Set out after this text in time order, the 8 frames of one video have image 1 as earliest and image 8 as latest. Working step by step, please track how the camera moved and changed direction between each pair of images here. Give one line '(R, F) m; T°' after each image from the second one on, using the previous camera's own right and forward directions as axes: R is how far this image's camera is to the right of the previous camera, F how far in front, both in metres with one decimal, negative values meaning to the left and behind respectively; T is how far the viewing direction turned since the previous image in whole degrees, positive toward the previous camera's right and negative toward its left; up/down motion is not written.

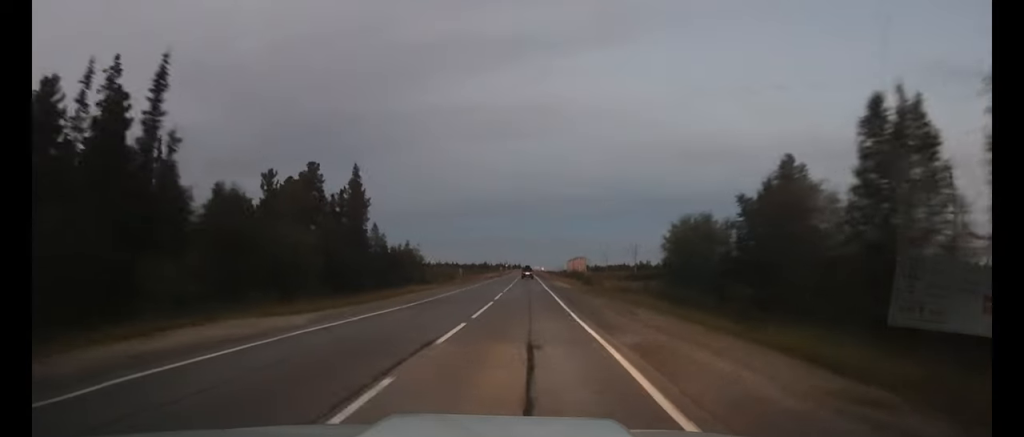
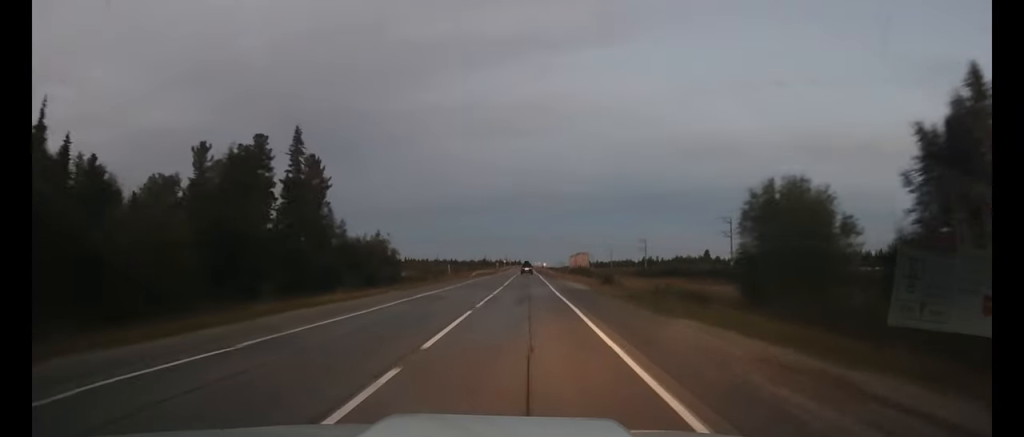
(0.0, +20.7) m; 0°
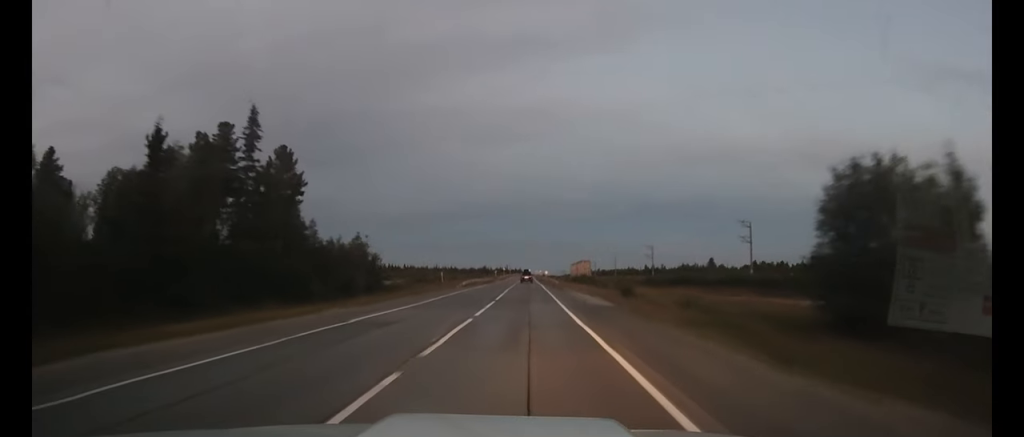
(0.0, +10.5) m; 0°
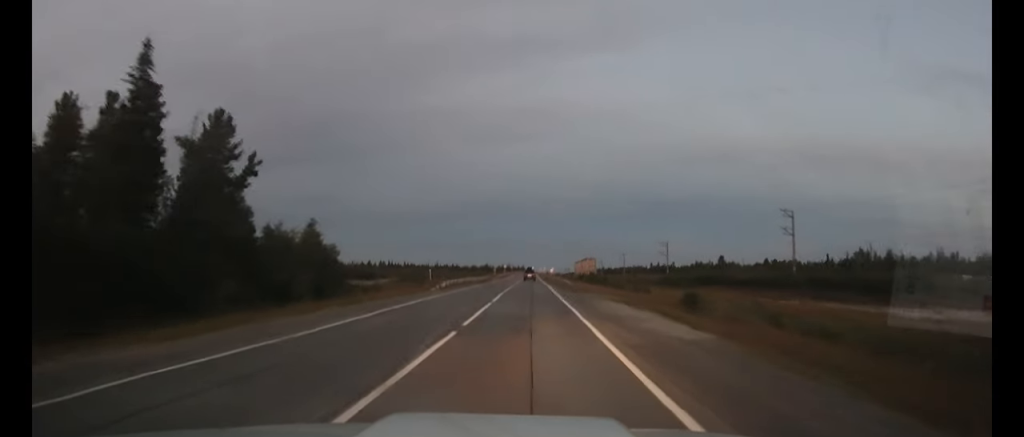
(0.0, +17.0) m; 0°
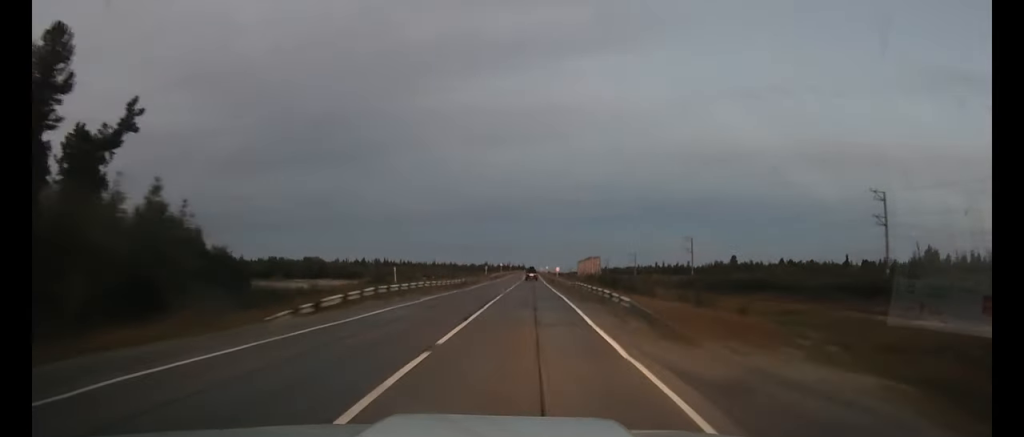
(0.0, +26.5) m; 0°
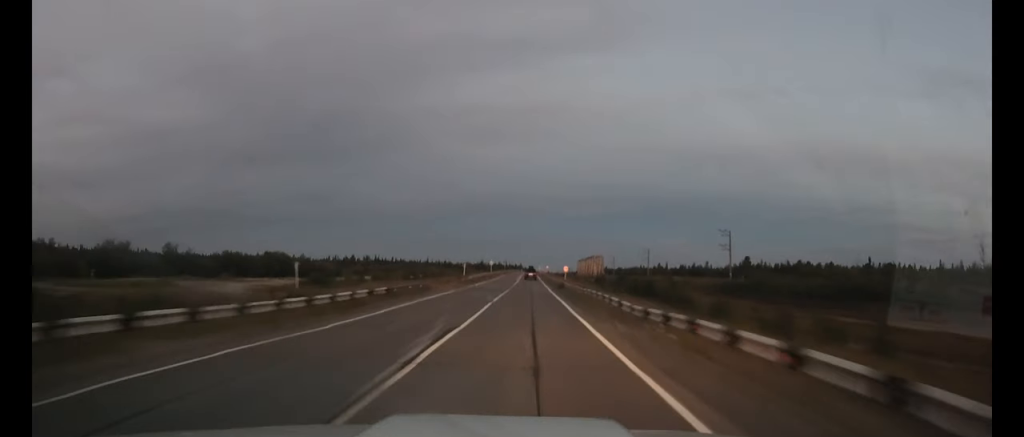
(+0.1, +31.6) m; 0°
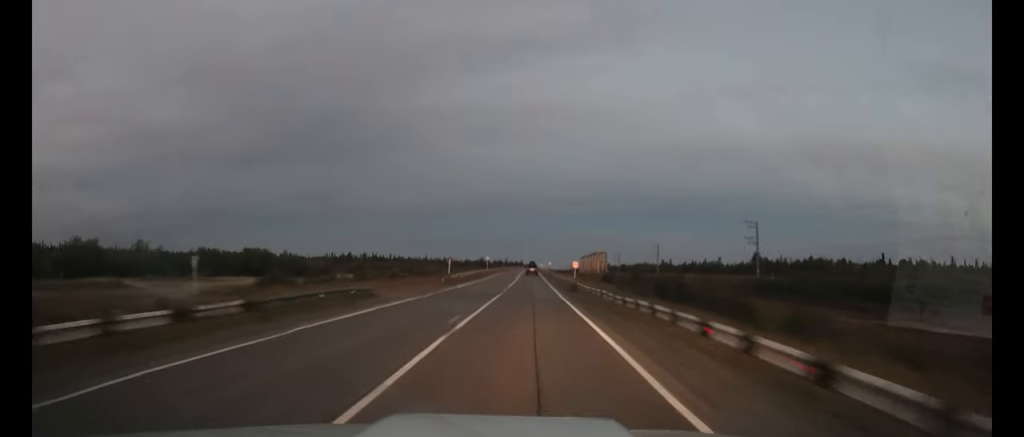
(0.0, +14.9) m; 0°
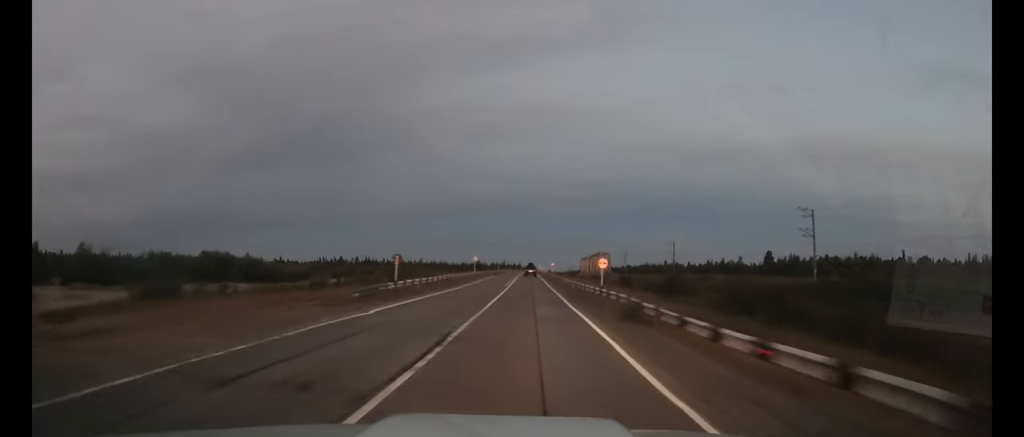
(0.0, +23.4) m; 0°
